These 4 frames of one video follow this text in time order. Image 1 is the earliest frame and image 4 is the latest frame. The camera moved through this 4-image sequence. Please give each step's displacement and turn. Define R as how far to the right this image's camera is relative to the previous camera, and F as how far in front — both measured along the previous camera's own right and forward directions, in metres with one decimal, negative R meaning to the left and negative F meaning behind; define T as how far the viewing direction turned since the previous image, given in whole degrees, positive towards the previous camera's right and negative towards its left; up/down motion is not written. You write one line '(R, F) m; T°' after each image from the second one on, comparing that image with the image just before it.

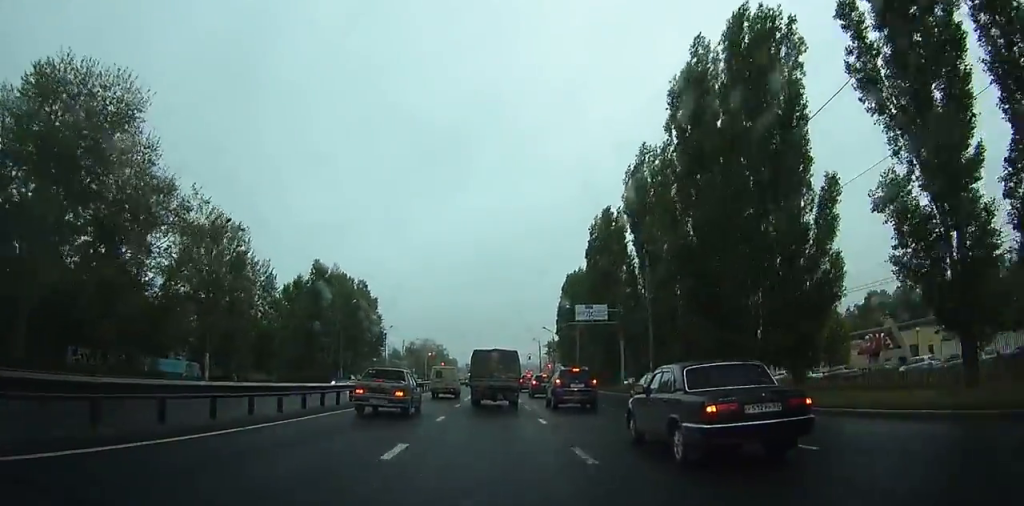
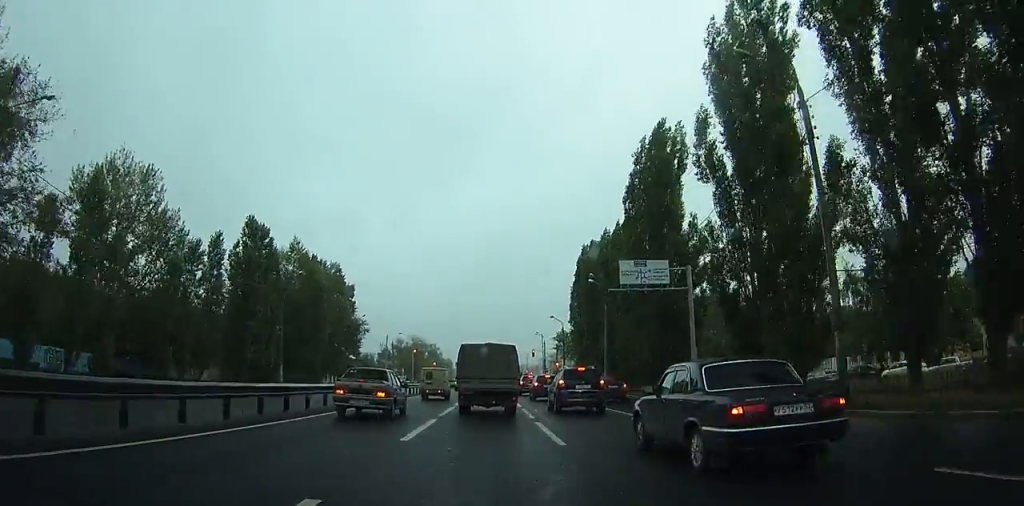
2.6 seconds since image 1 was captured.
(0.0, +24.0) m; 0°
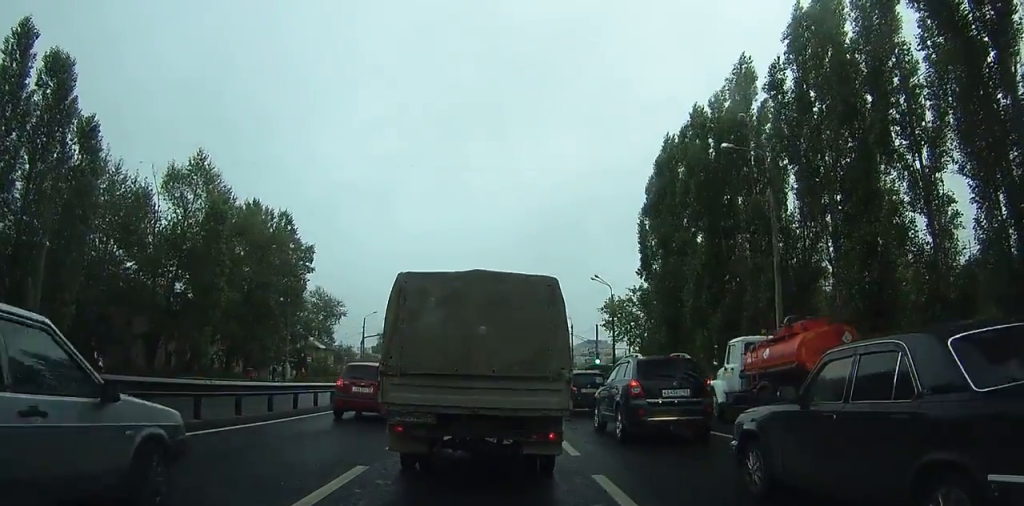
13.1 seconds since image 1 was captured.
(+1.5, +43.6) m; +3°
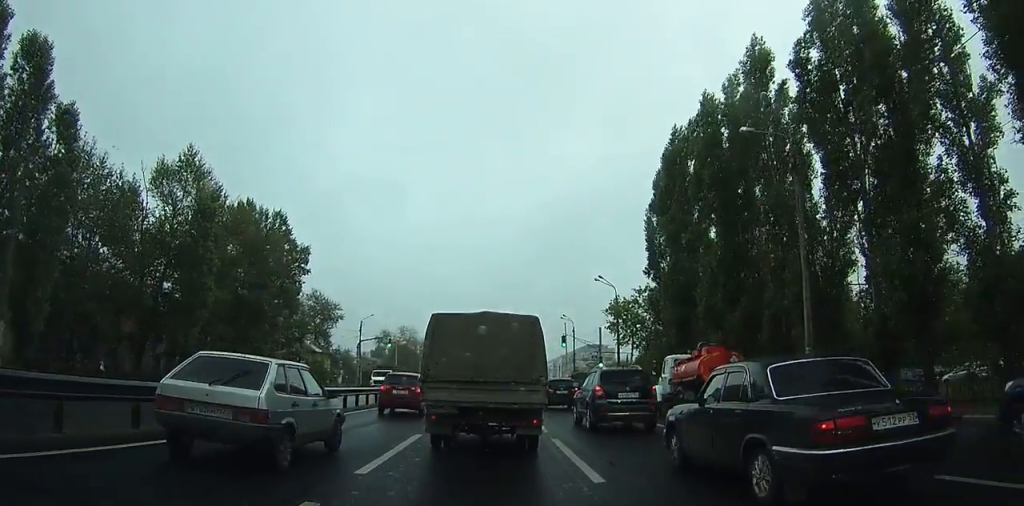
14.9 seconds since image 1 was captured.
(+0.1, +2.6) m; +3°
